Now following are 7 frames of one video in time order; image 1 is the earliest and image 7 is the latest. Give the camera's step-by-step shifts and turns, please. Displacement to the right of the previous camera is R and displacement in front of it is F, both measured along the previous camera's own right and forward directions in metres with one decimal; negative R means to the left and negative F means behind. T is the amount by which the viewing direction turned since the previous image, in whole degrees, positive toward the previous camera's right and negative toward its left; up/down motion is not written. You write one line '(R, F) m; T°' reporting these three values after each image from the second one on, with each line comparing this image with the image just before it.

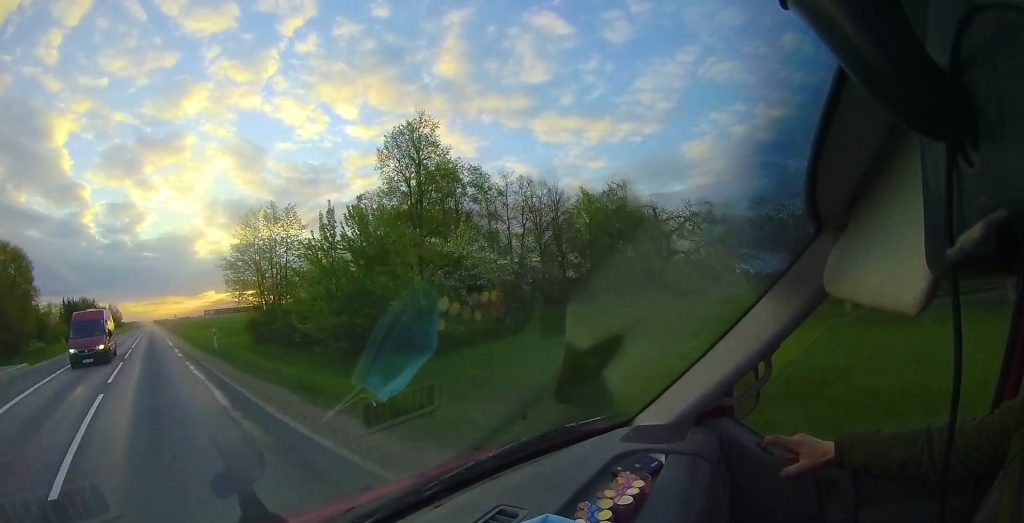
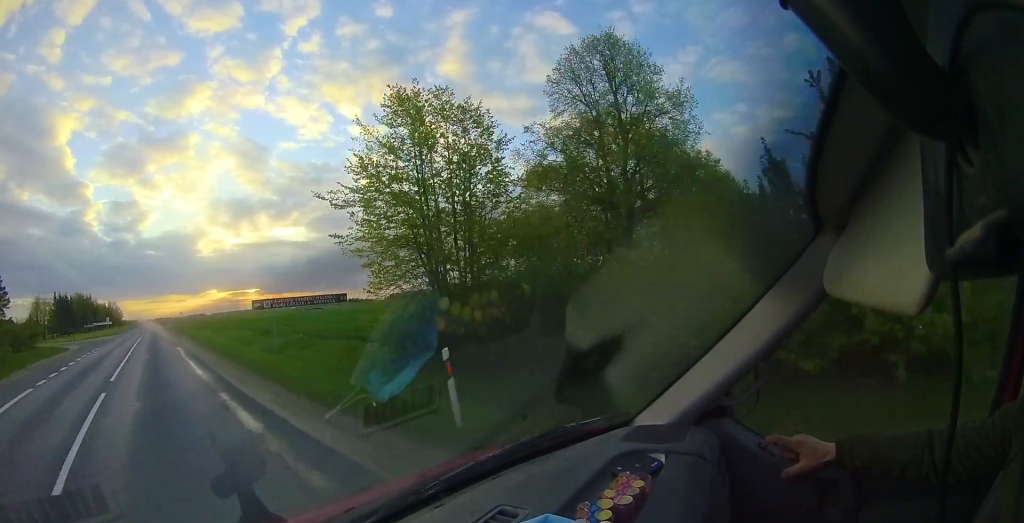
(-0.1, +15.4) m; 0°
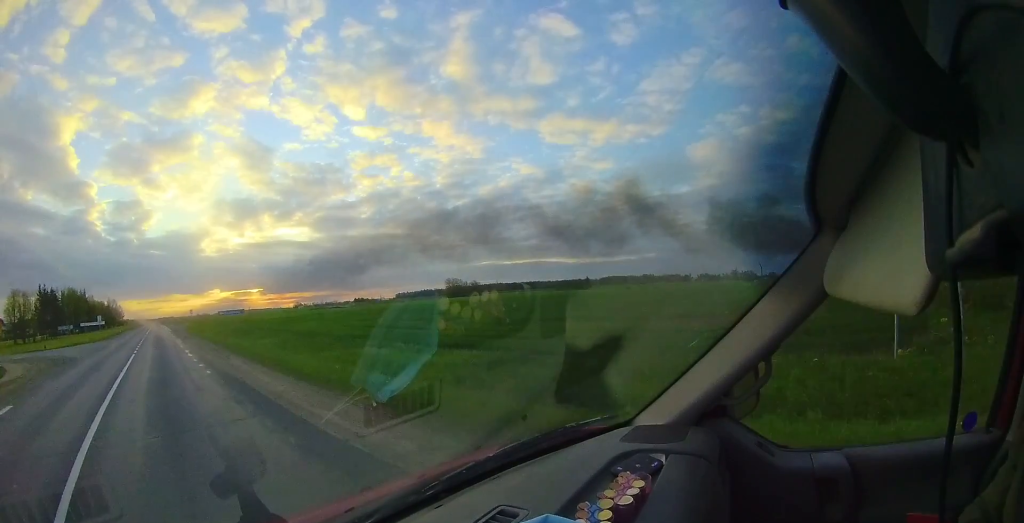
(+0.2, +20.9) m; +1°
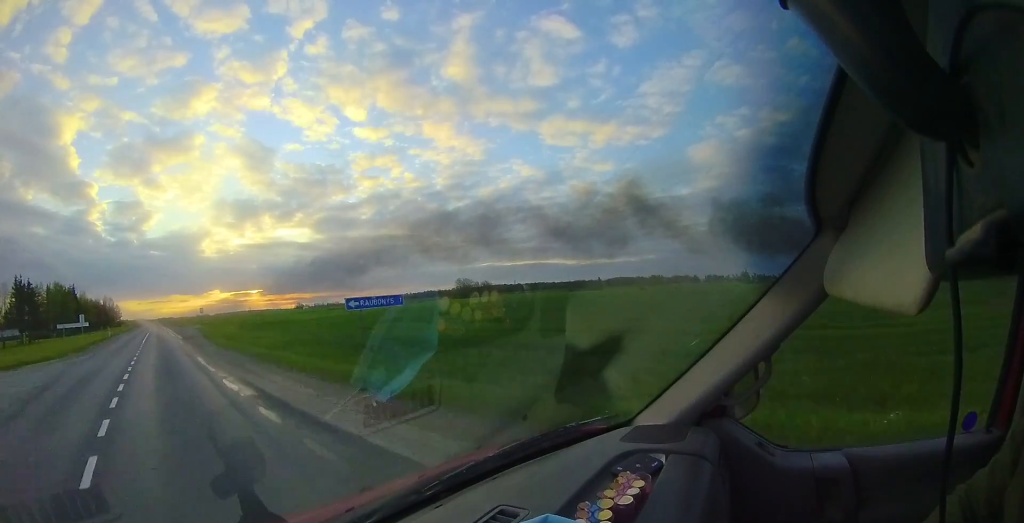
(+0.3, +19.4) m; +1°
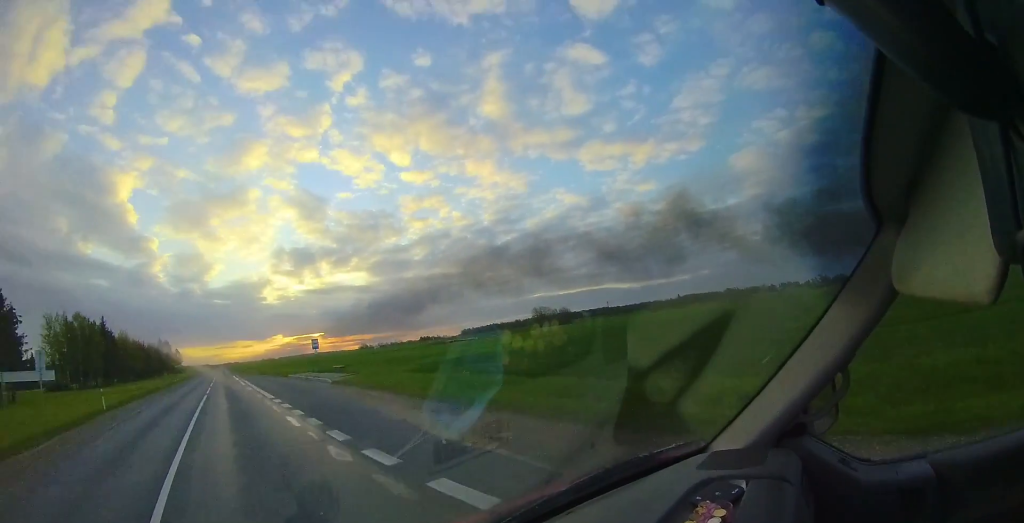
(-0.6, +36.8) m; -1°
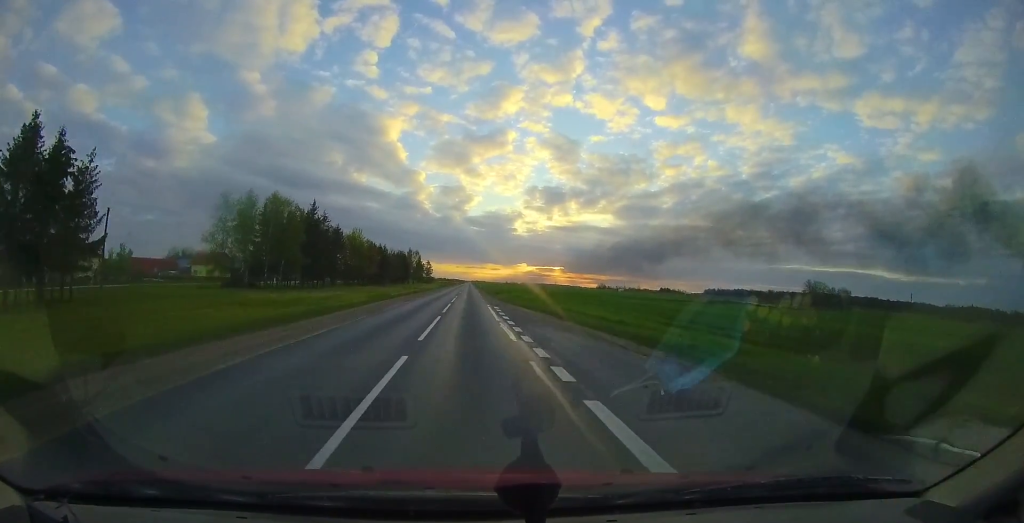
(+0.5, +31.7) m; 0°
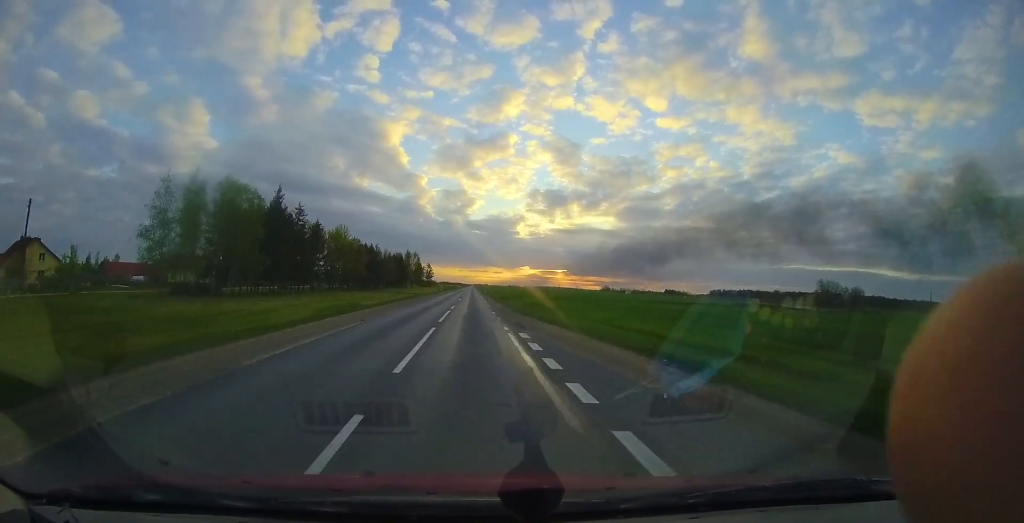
(-0.1, +11.1) m; 0°
